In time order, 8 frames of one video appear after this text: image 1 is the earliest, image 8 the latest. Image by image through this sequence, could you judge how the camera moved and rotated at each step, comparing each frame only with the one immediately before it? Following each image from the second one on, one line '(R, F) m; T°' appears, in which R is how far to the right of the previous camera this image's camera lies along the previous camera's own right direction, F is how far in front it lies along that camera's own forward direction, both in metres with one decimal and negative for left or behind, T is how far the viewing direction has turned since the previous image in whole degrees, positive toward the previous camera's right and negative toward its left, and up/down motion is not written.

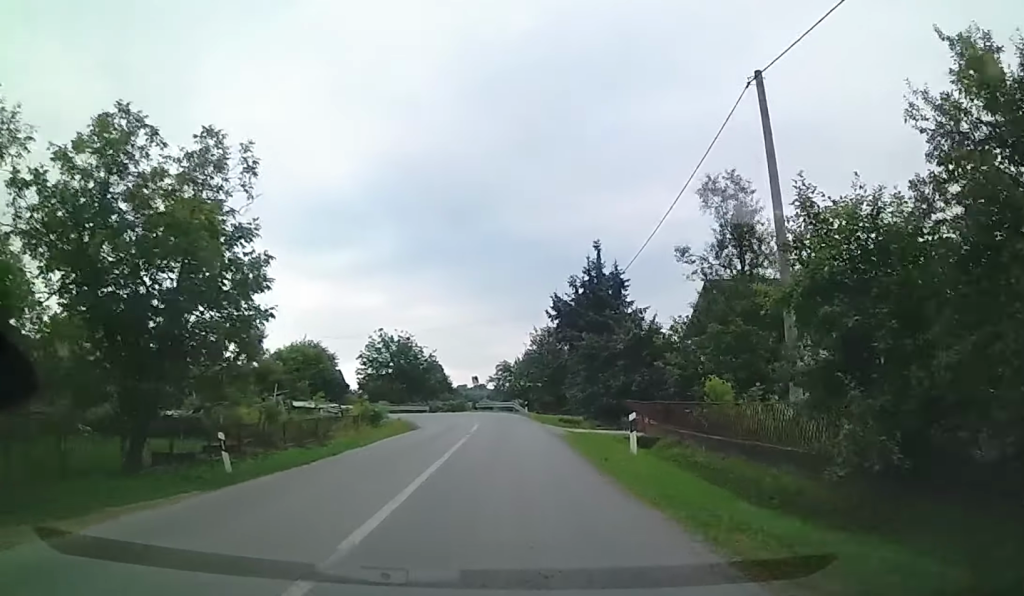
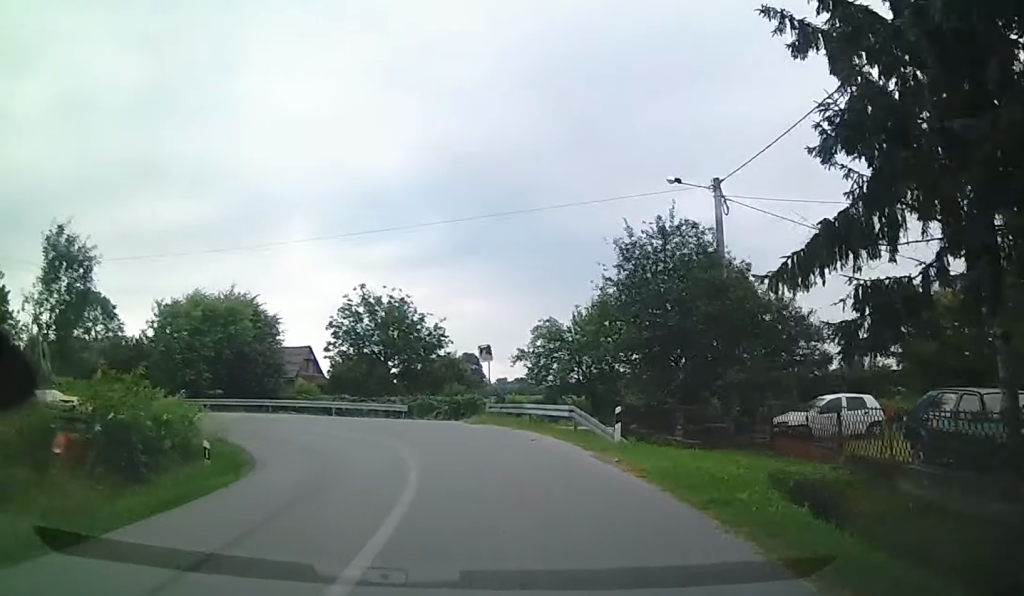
(-1.7, +32.5) m; -9°
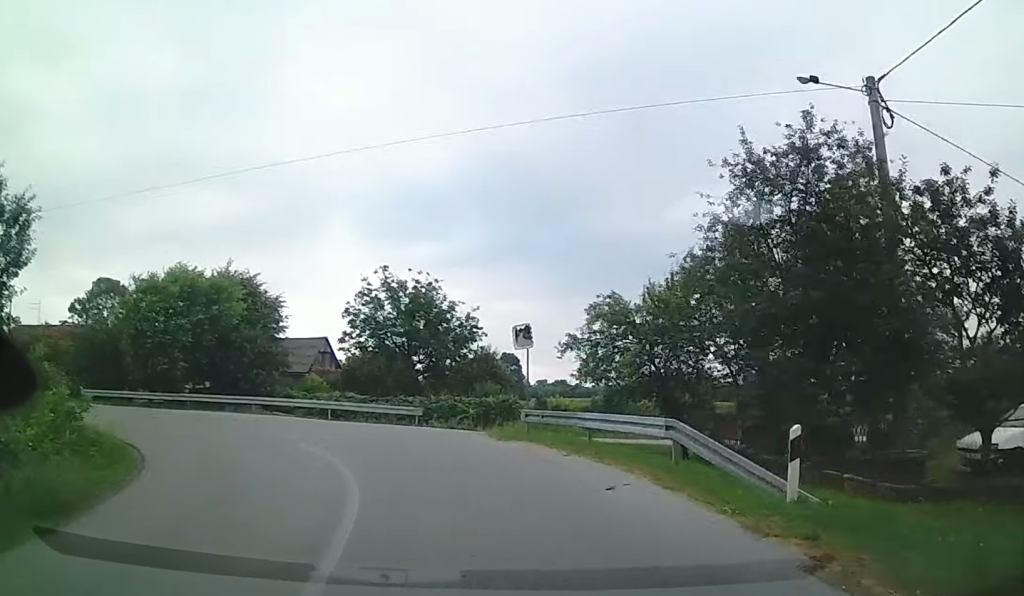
(-0.3, +8.5) m; -7°
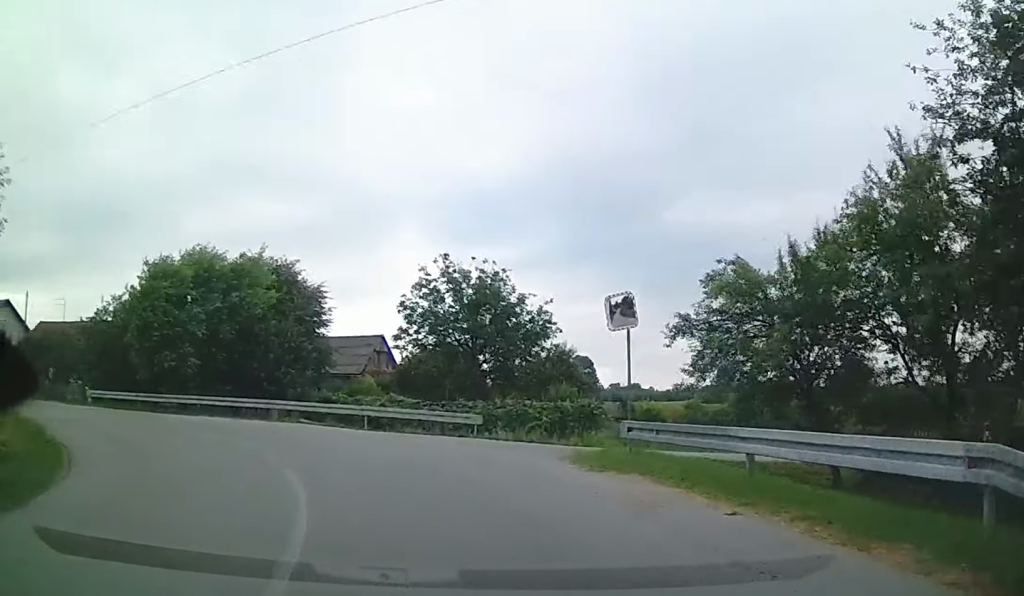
(-0.1, +6.7) m; -8°
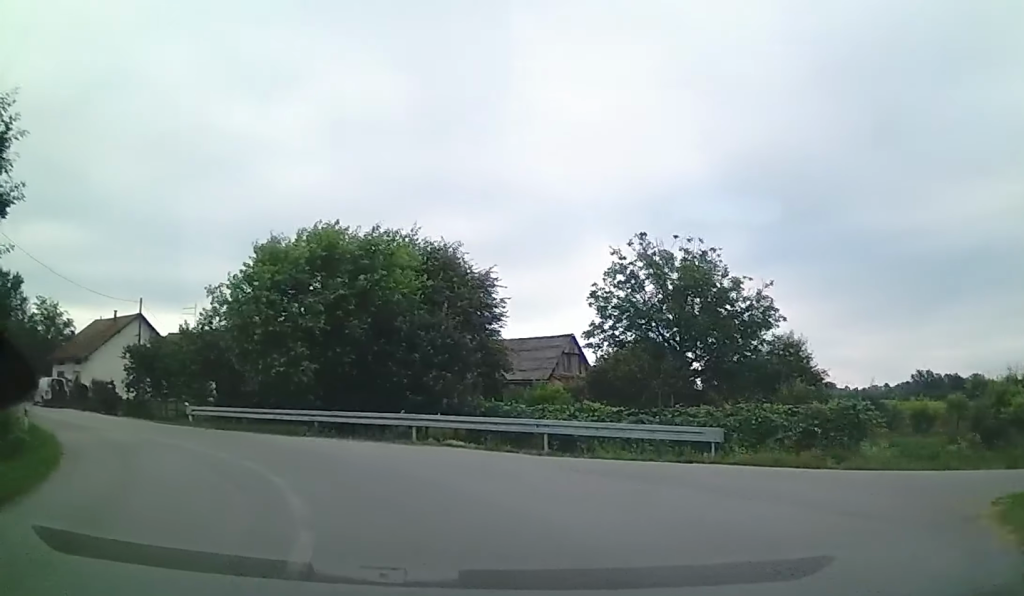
(-1.3, +7.9) m; -17°
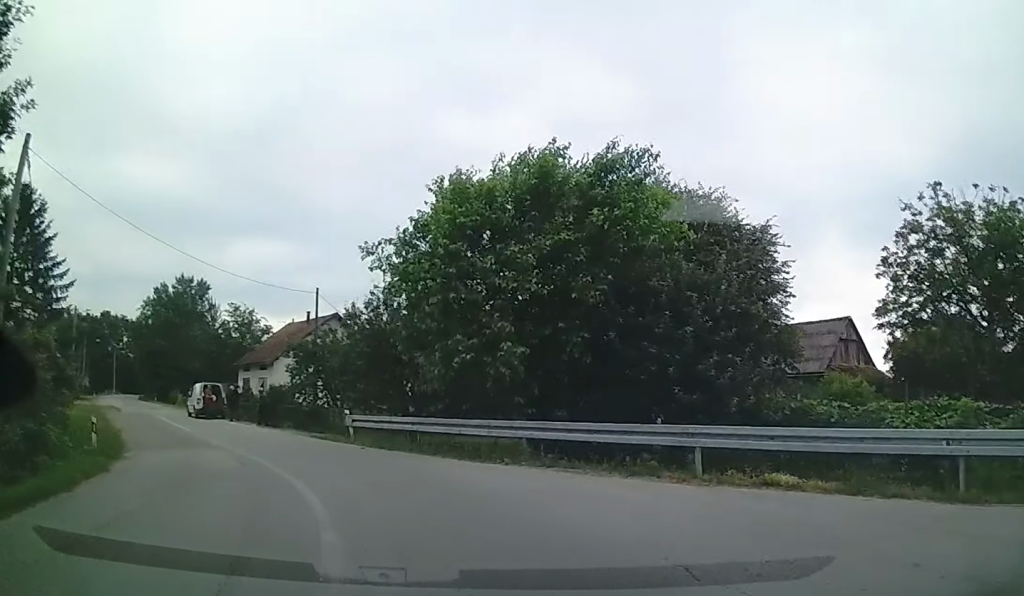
(-1.4, +7.7) m; -19°
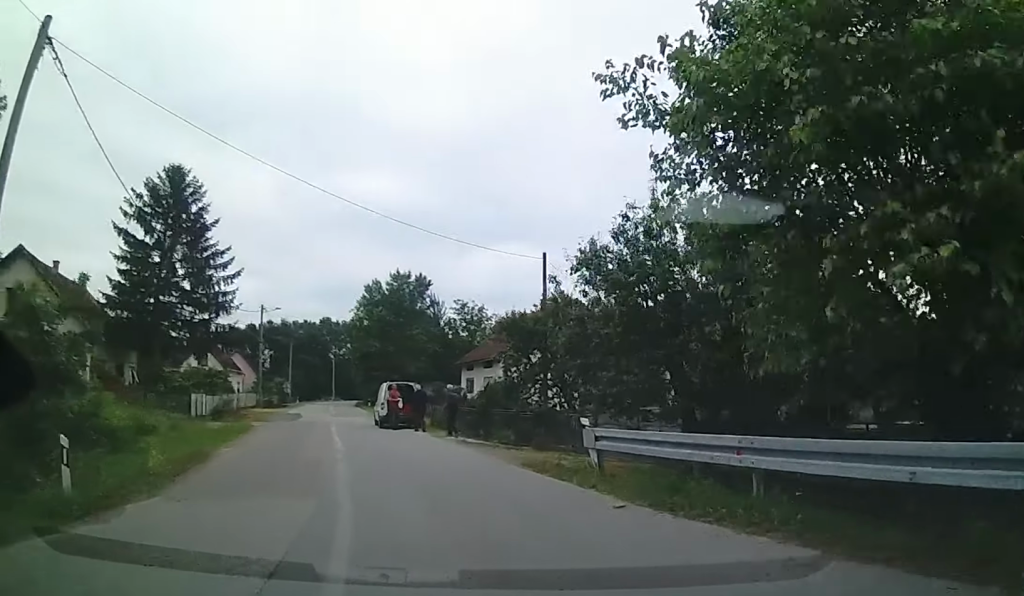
(-1.7, +8.4) m; -17°
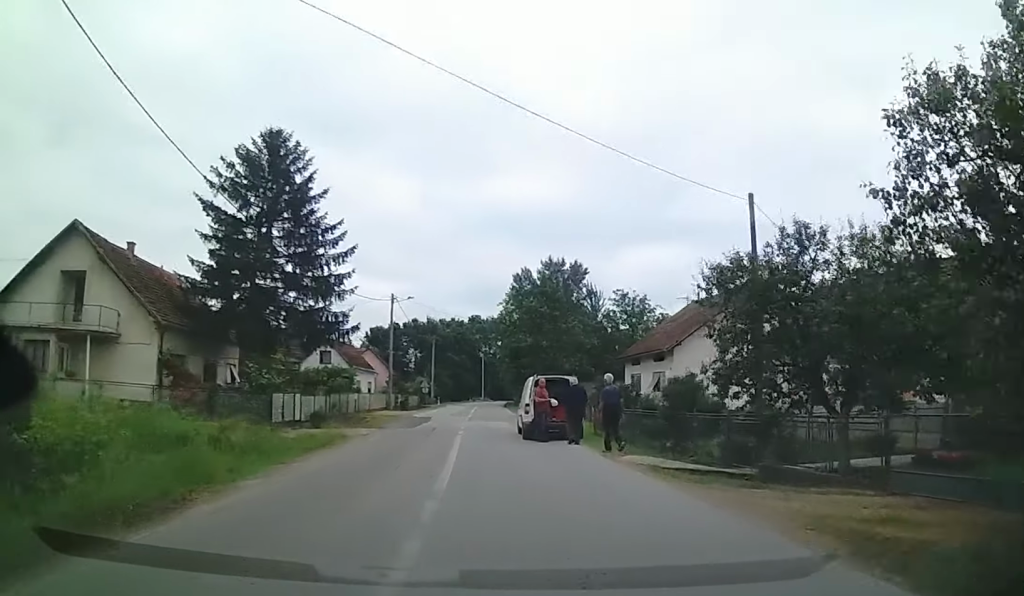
(-0.6, +6.6) m; -6°
